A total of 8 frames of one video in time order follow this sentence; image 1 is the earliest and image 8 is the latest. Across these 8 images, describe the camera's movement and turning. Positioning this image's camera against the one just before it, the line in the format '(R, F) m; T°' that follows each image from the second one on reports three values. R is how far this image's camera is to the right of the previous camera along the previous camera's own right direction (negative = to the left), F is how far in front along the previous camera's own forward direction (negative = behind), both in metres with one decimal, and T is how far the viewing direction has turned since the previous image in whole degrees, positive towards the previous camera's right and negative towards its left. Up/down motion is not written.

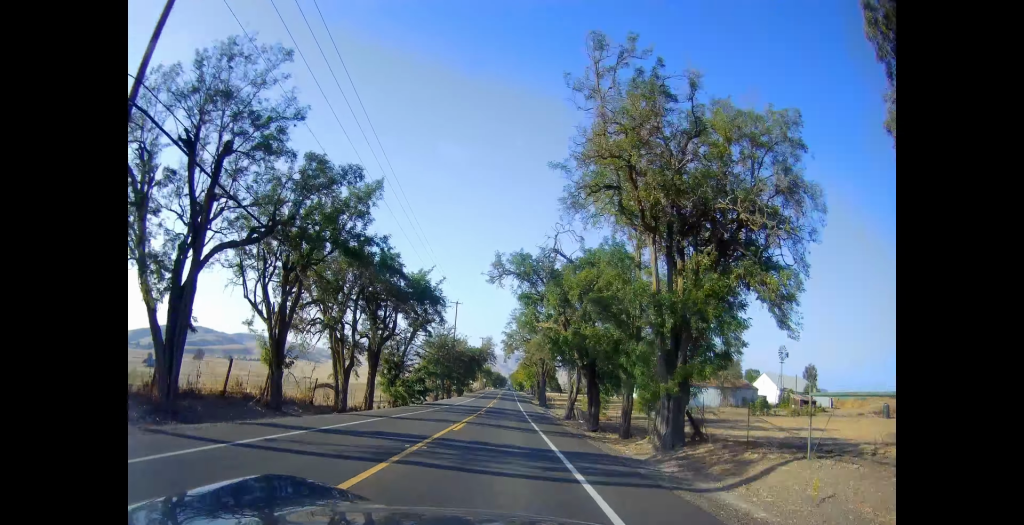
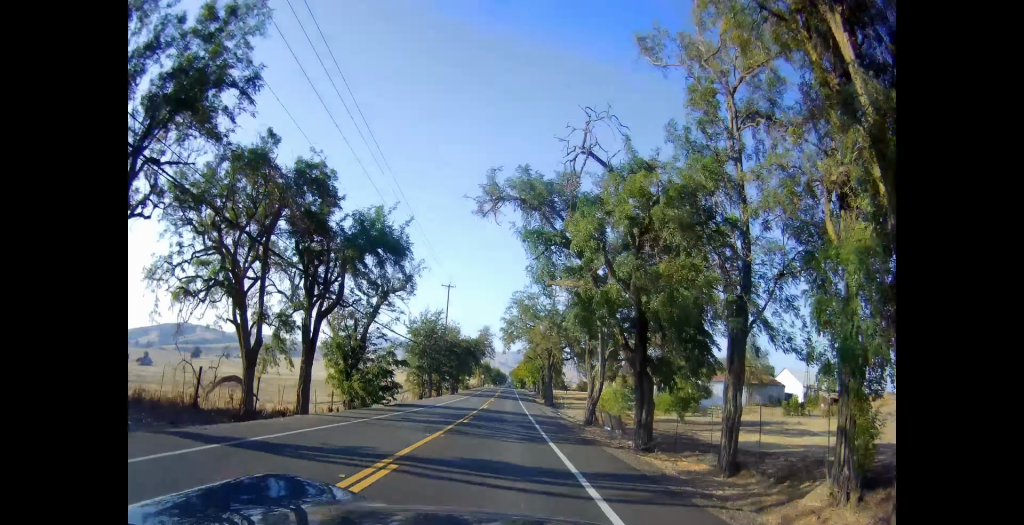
(0.0, +10.9) m; 0°
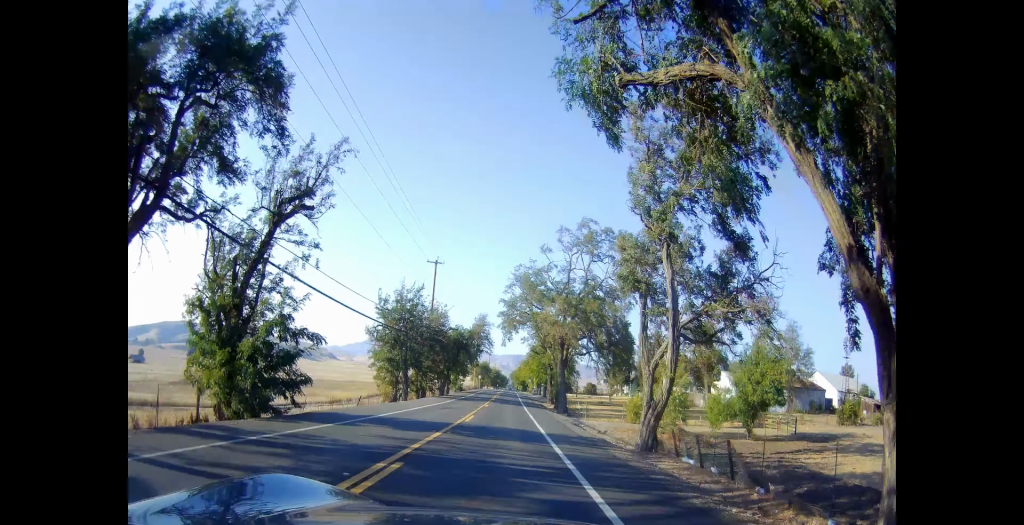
(0.0, +14.9) m; 0°
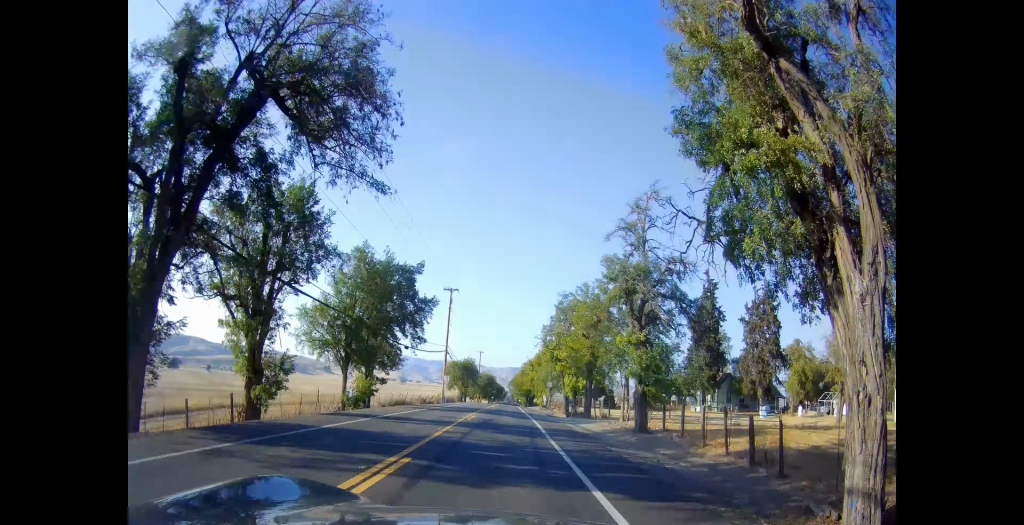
(+0.1, +60.4) m; +1°
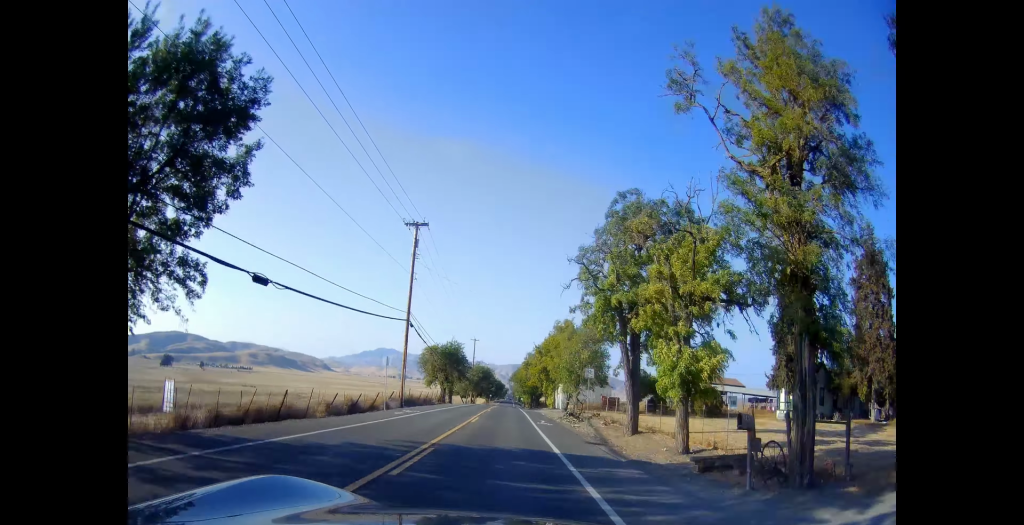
(+0.3, +28.3) m; 0°
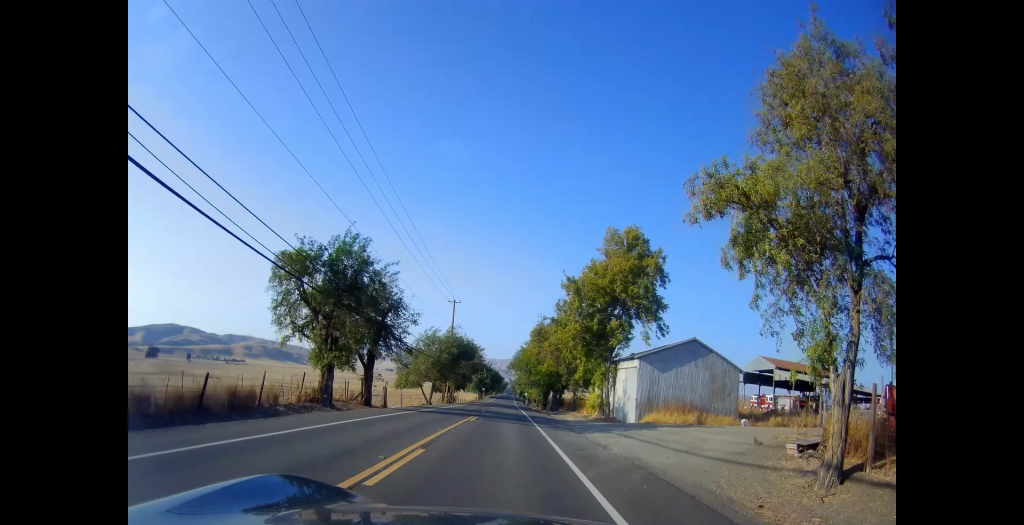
(-0.6, +47.5) m; -1°
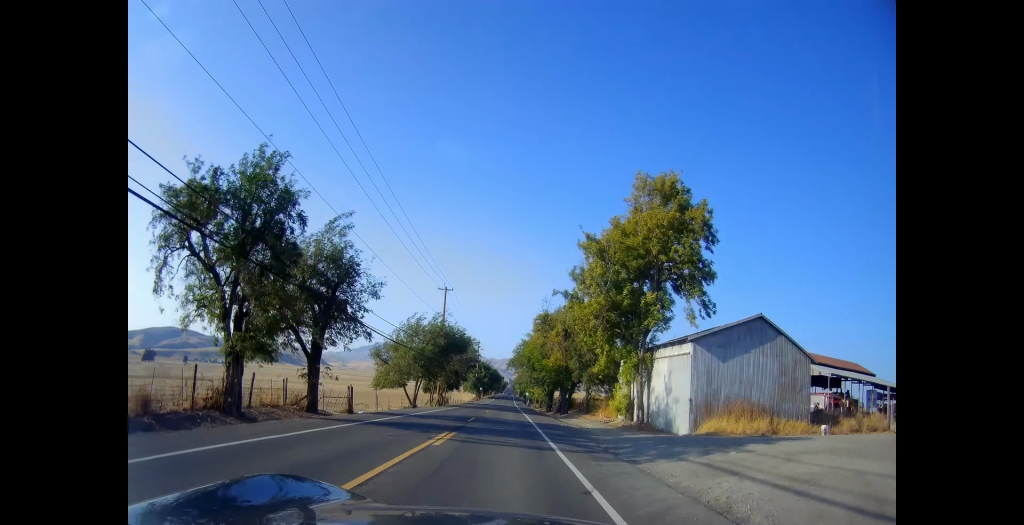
(0.0, +10.1) m; 0°
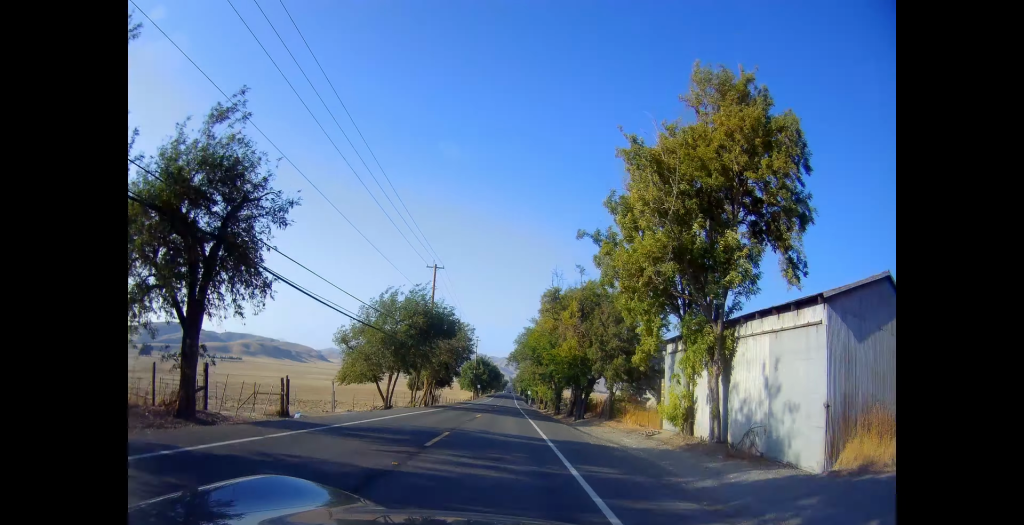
(0.0, +11.1) m; 0°
